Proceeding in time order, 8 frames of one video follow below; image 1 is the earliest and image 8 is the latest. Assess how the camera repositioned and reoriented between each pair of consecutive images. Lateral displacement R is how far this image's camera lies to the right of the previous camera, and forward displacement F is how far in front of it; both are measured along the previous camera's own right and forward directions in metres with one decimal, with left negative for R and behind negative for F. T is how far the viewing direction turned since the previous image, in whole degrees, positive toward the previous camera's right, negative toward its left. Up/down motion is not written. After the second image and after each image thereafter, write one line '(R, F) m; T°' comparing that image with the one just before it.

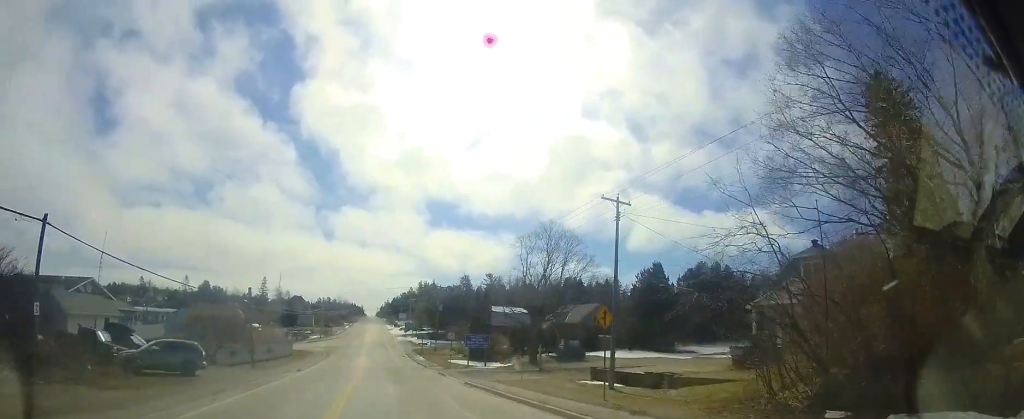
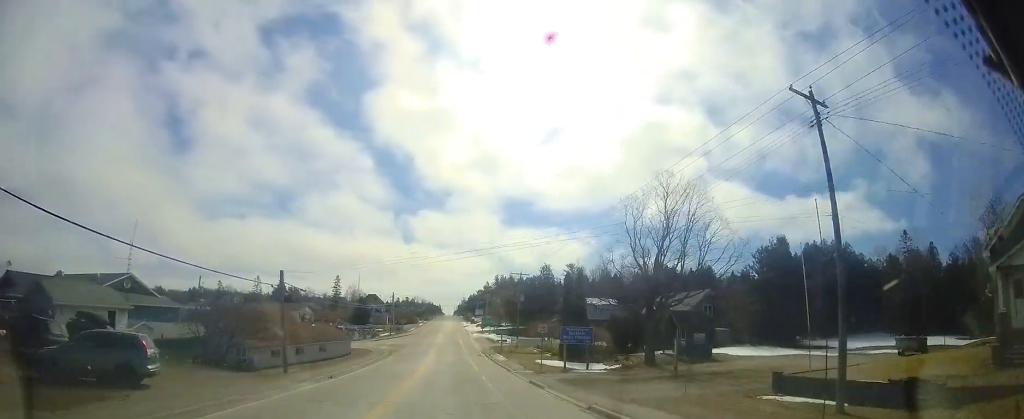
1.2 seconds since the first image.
(-0.6, +7.5) m; -8°
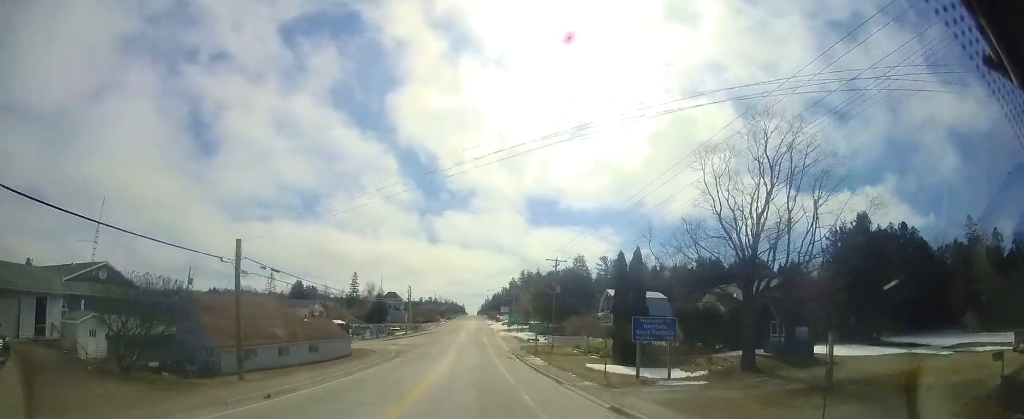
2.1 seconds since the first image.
(-0.3, +6.8) m; -4°
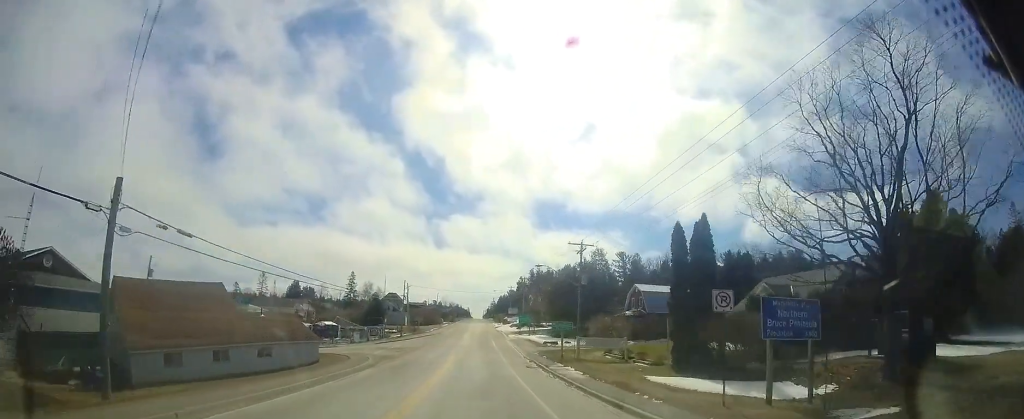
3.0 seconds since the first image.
(-0.2, +7.2) m; -2°
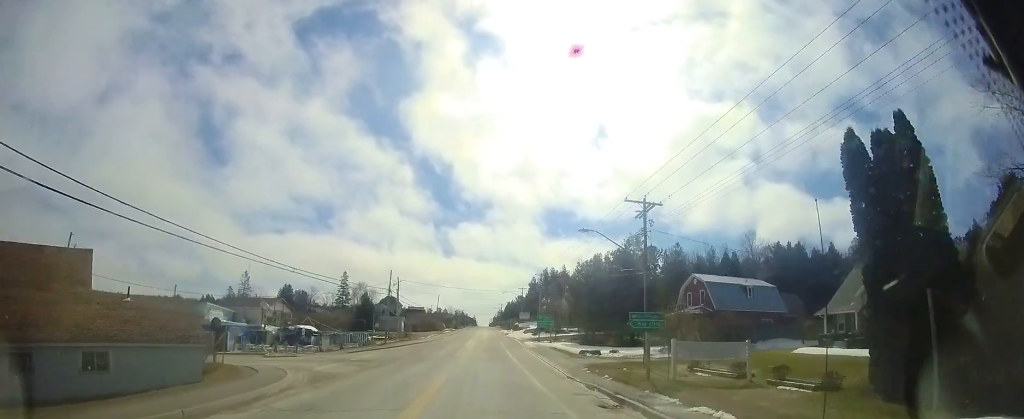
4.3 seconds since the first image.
(-0.1, +11.6) m; +1°
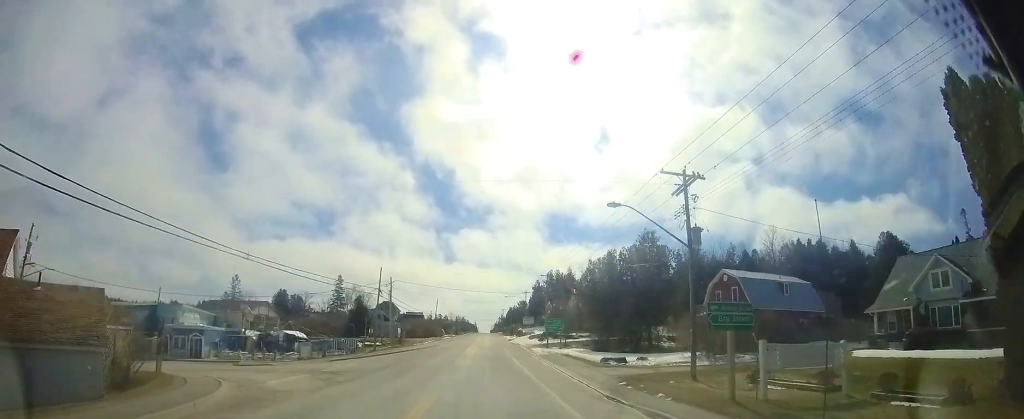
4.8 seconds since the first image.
(+0.1, +4.8) m; -1°
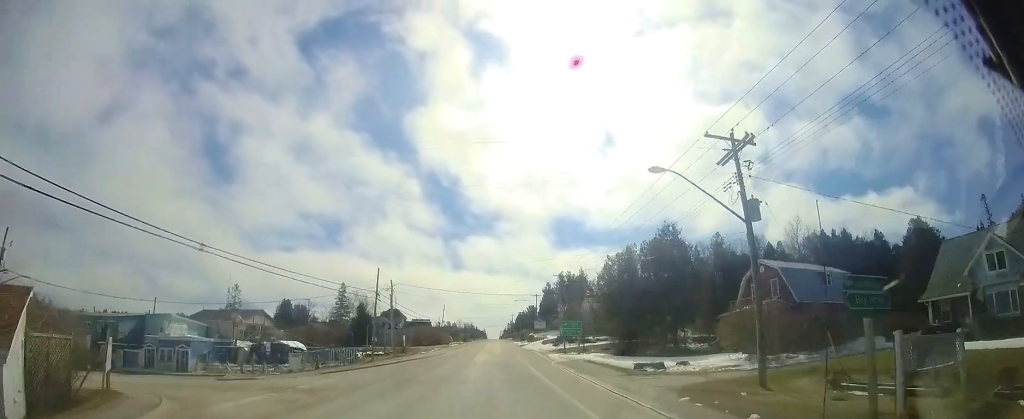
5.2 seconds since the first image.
(+0.3, +4.0) m; -3°
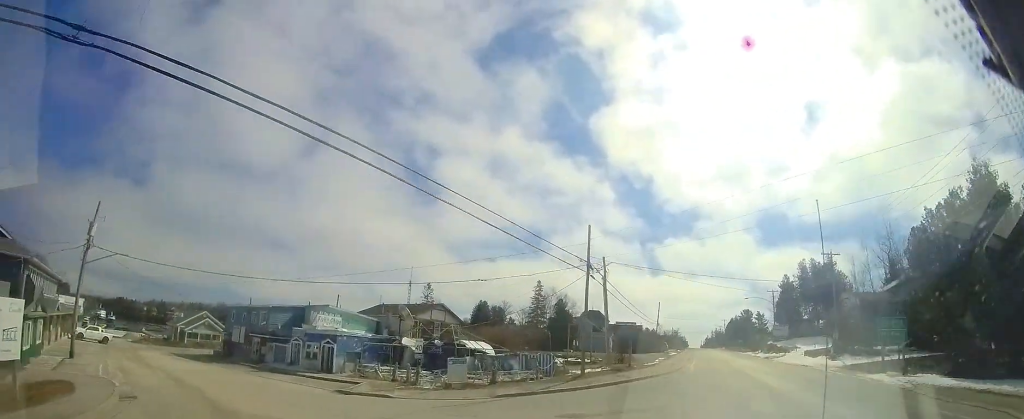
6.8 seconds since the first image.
(-2.5, +14.9) m; -25°
